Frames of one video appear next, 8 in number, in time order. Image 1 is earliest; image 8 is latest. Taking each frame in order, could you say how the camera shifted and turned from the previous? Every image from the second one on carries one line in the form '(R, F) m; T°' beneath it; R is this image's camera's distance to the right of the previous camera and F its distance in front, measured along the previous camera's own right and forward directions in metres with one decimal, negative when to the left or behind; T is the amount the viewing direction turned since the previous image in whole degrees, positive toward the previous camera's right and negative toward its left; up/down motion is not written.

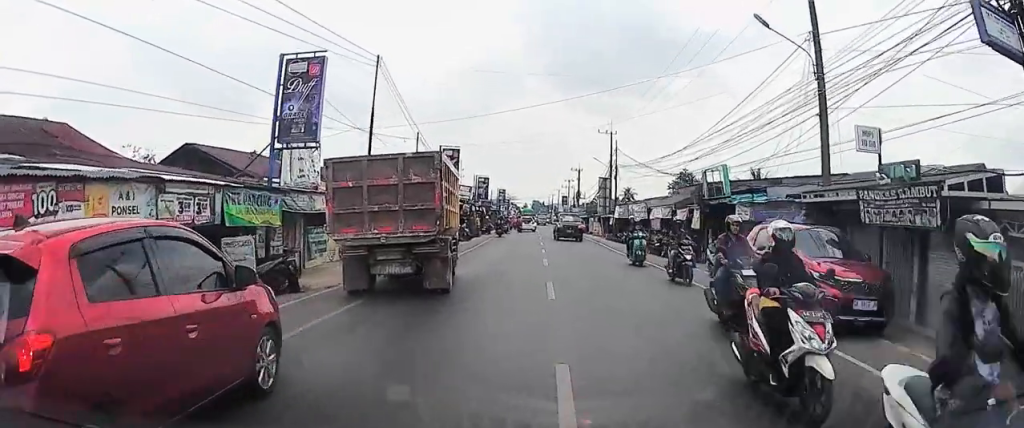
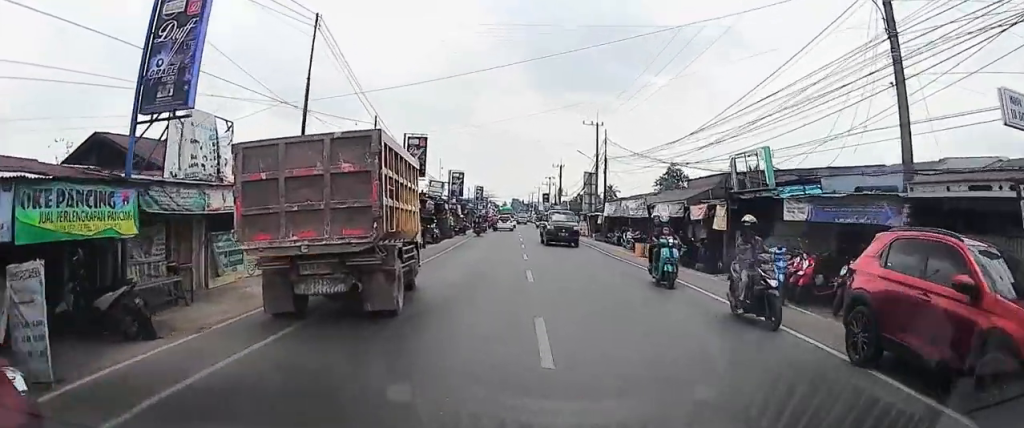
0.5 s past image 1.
(0.0, +5.3) m; 0°
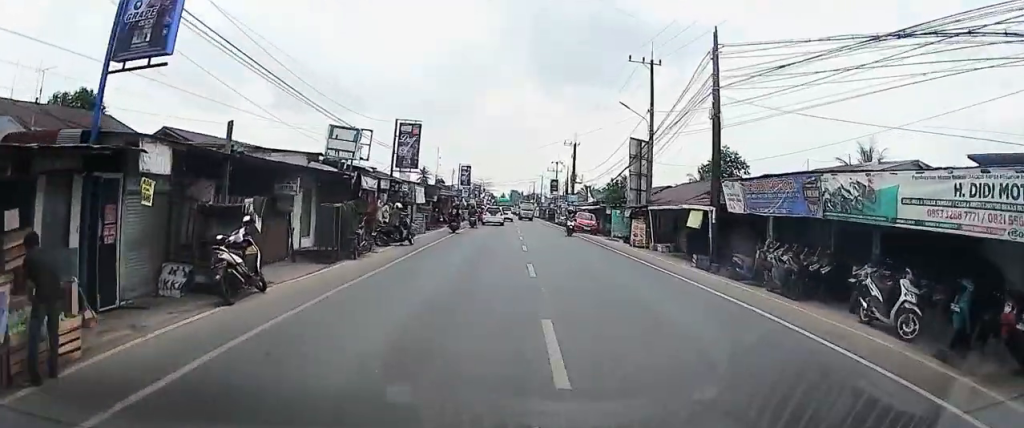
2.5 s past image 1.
(+0.5, +20.7) m; +3°
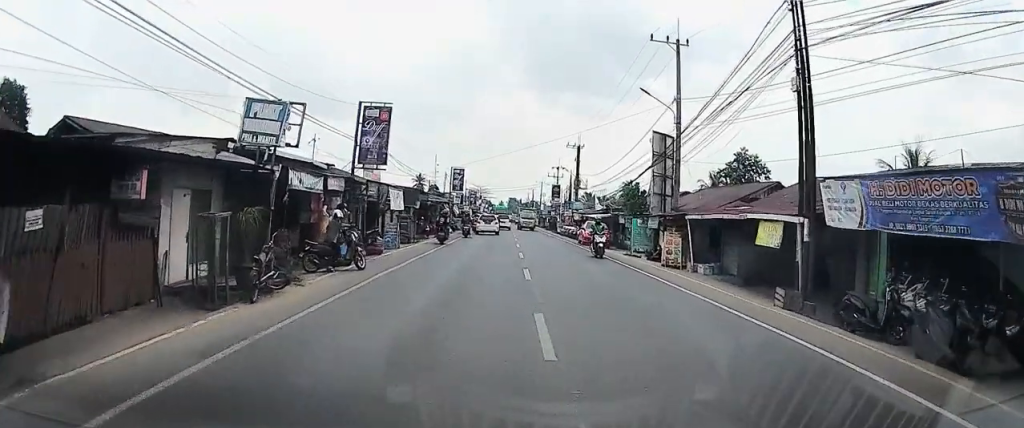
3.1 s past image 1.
(-0.1, +5.2) m; +1°
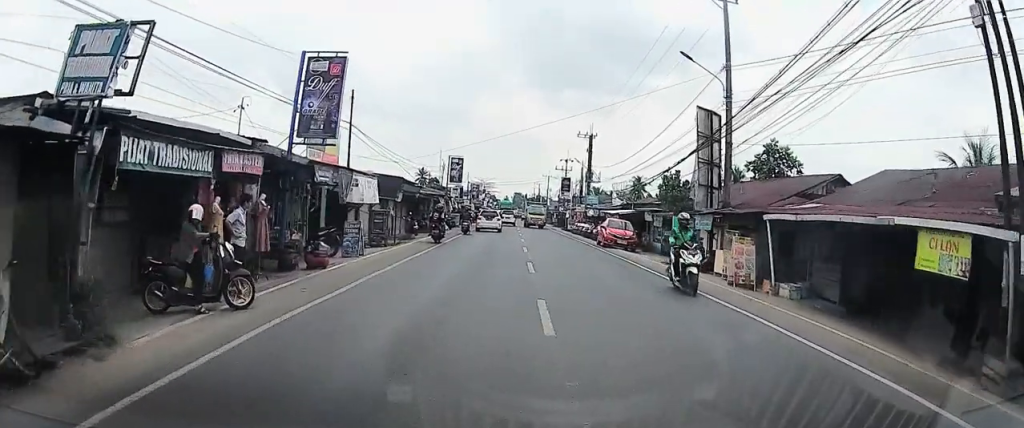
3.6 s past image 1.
(+0.1, +6.1) m; +1°
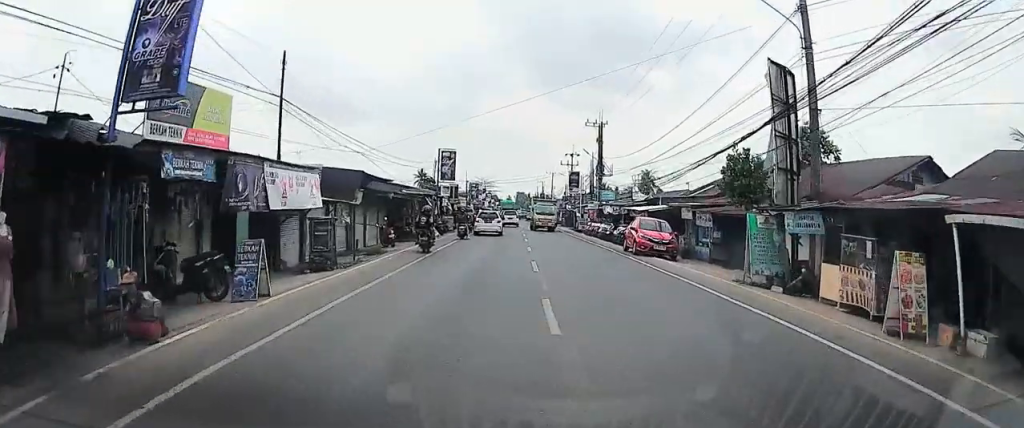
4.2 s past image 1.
(+0.1, +6.7) m; +1°
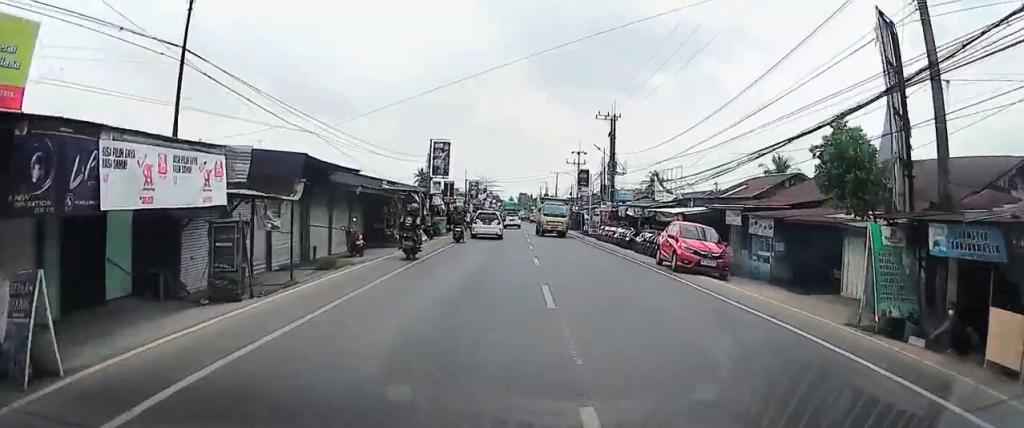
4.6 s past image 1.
(0.0, +5.5) m; 0°
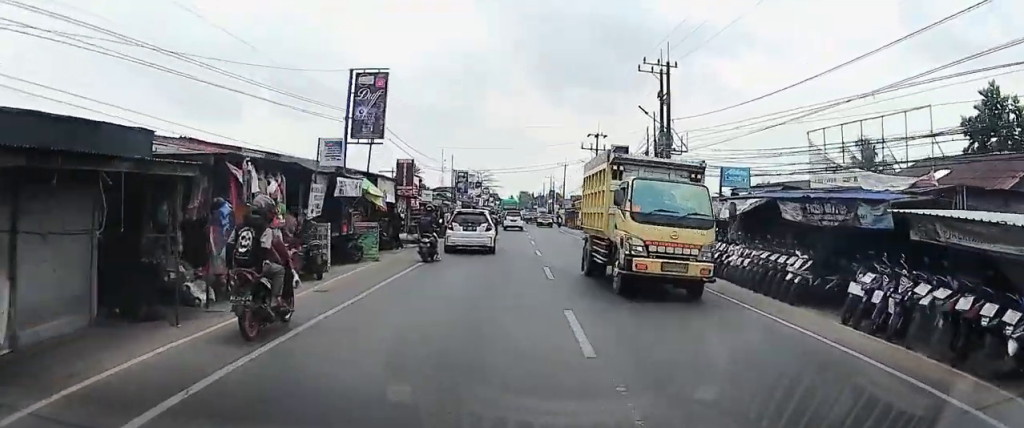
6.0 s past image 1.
(0.0, +18.5) m; +1°
